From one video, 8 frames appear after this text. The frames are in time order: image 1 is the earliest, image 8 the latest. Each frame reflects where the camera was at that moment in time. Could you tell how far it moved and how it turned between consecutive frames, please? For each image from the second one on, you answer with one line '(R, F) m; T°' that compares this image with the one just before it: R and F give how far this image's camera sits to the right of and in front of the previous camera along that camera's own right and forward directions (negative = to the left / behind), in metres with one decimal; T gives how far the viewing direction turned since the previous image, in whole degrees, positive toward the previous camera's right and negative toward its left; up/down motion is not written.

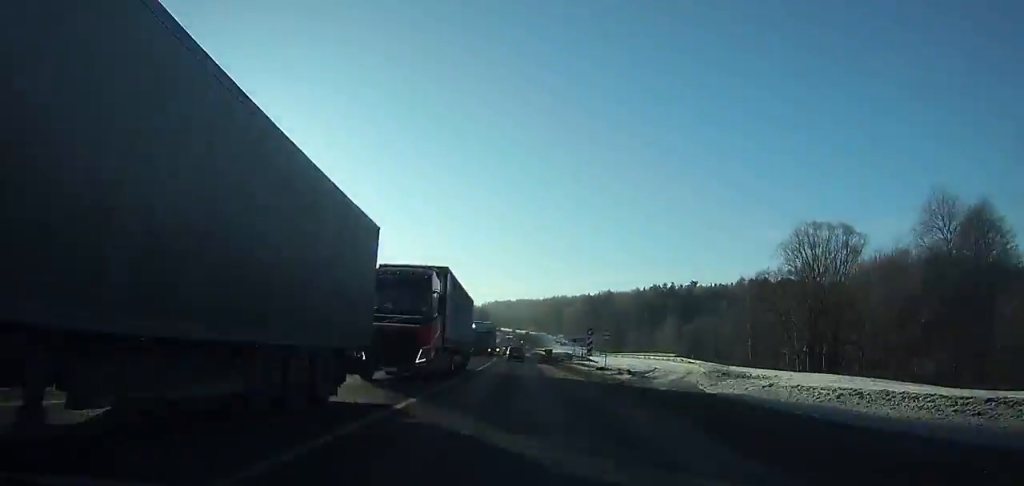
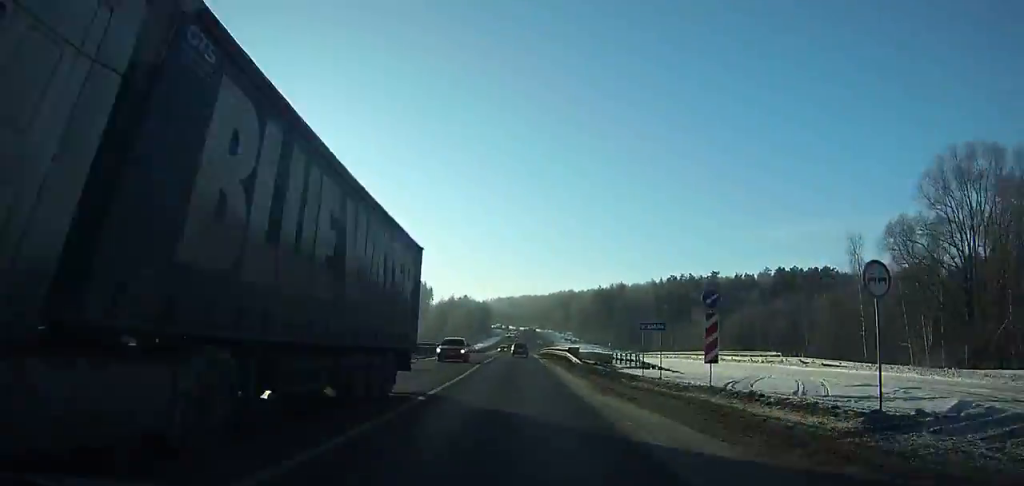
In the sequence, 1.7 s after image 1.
(-0.2, +33.7) m; 0°
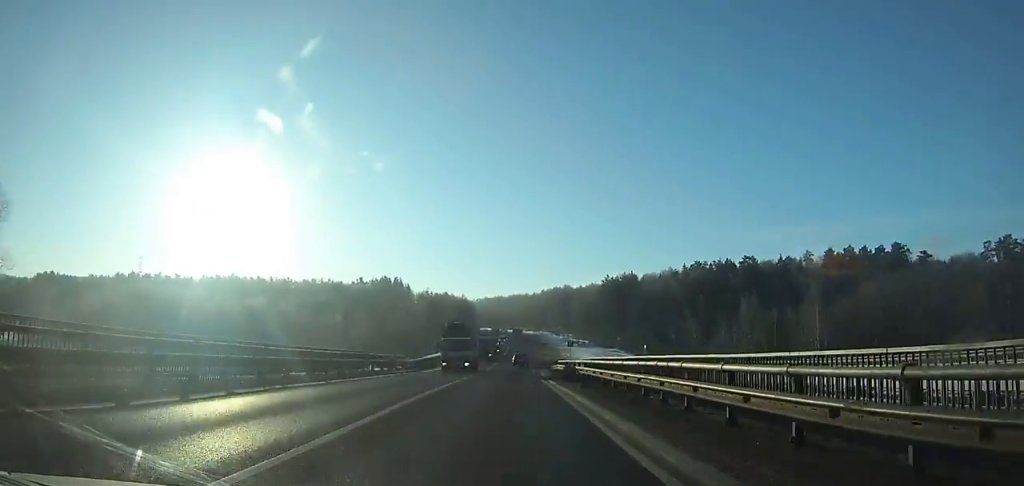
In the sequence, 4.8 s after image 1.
(+0.6, +61.1) m; +1°
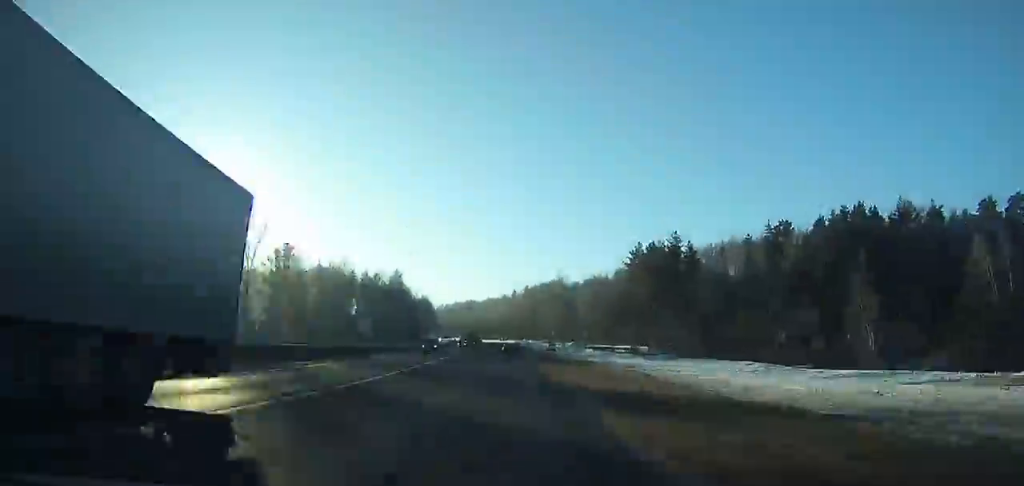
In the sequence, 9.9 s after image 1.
(+1.7, +98.6) m; +1°
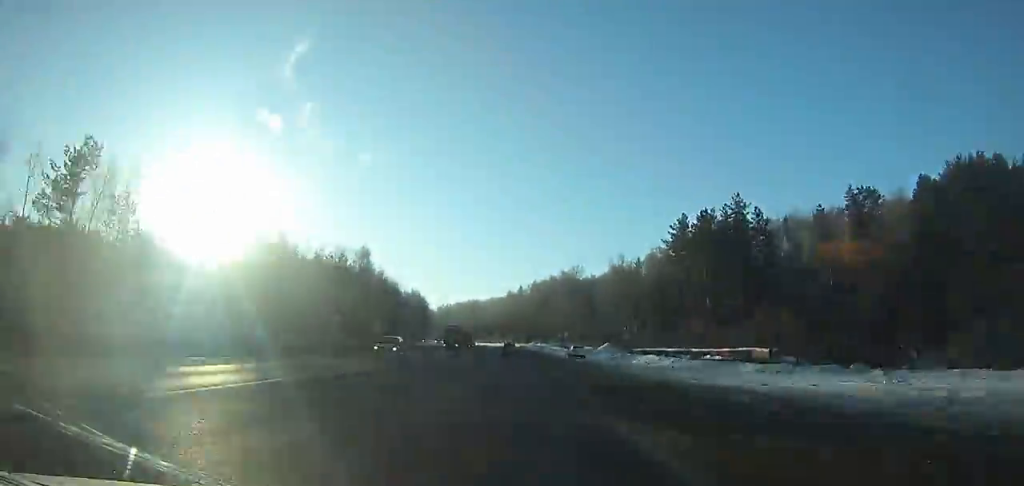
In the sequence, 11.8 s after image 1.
(-0.1, +35.7) m; -1°
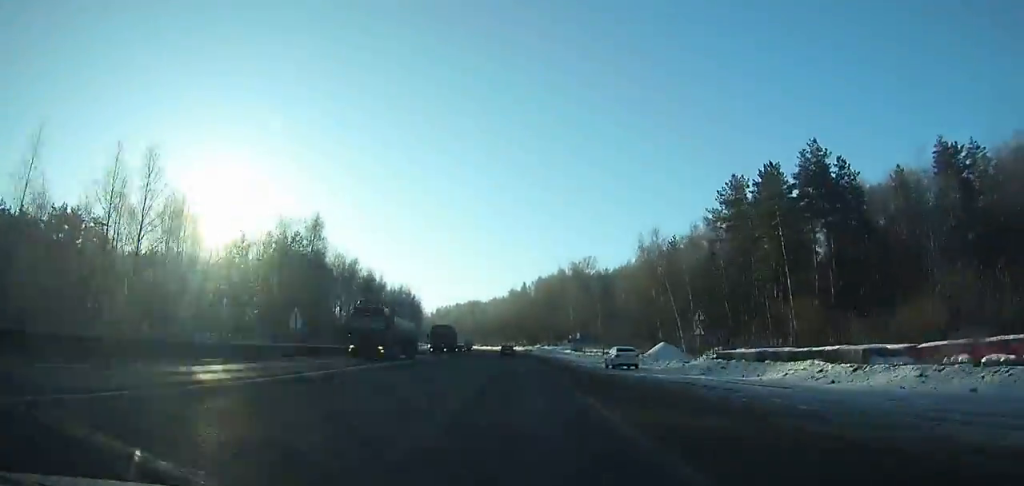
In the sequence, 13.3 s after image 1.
(+0.1, +27.9) m; -1°
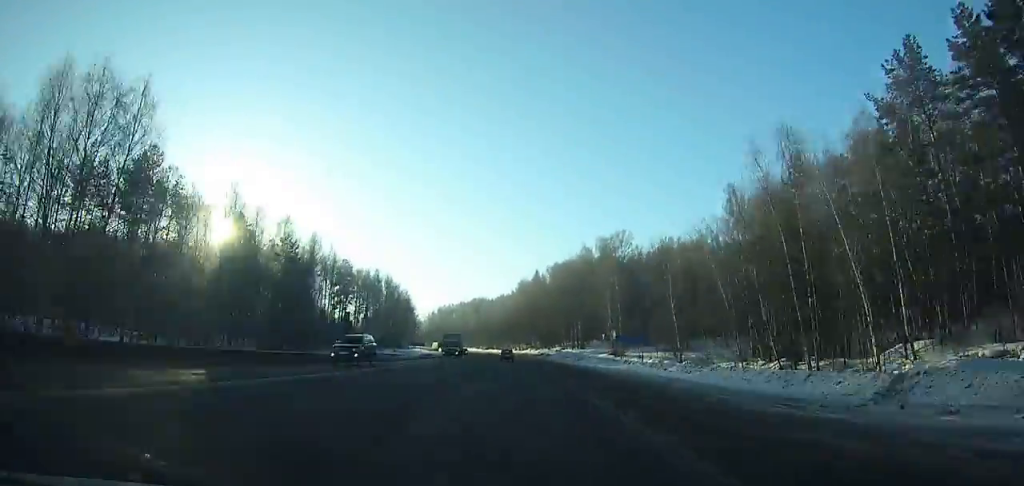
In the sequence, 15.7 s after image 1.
(-0.7, +43.7) m; -1°
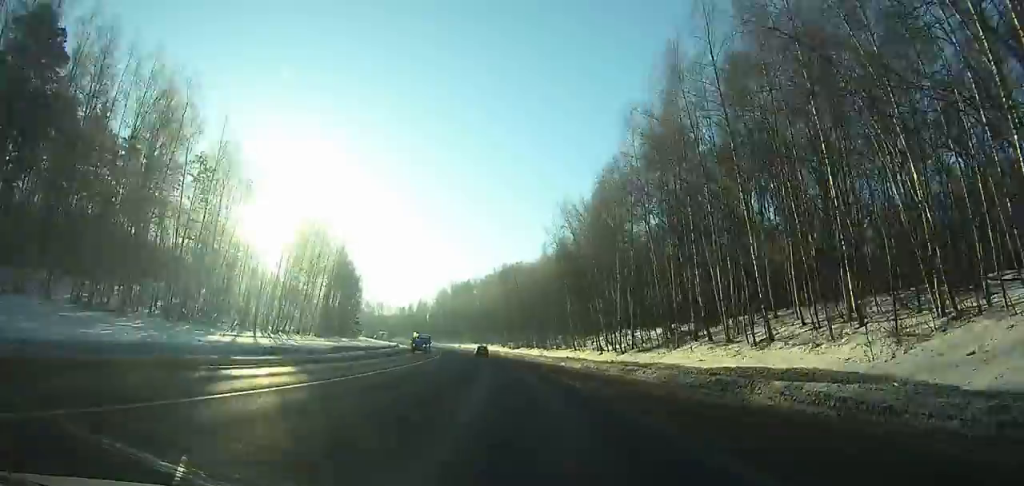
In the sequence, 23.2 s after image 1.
(-4.9, +133.6) m; -5°
